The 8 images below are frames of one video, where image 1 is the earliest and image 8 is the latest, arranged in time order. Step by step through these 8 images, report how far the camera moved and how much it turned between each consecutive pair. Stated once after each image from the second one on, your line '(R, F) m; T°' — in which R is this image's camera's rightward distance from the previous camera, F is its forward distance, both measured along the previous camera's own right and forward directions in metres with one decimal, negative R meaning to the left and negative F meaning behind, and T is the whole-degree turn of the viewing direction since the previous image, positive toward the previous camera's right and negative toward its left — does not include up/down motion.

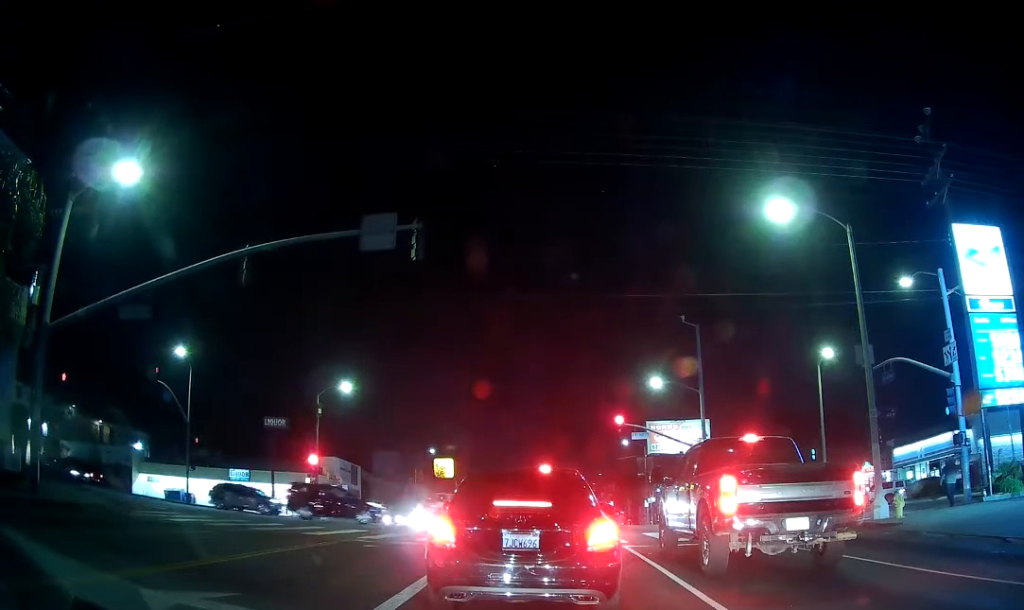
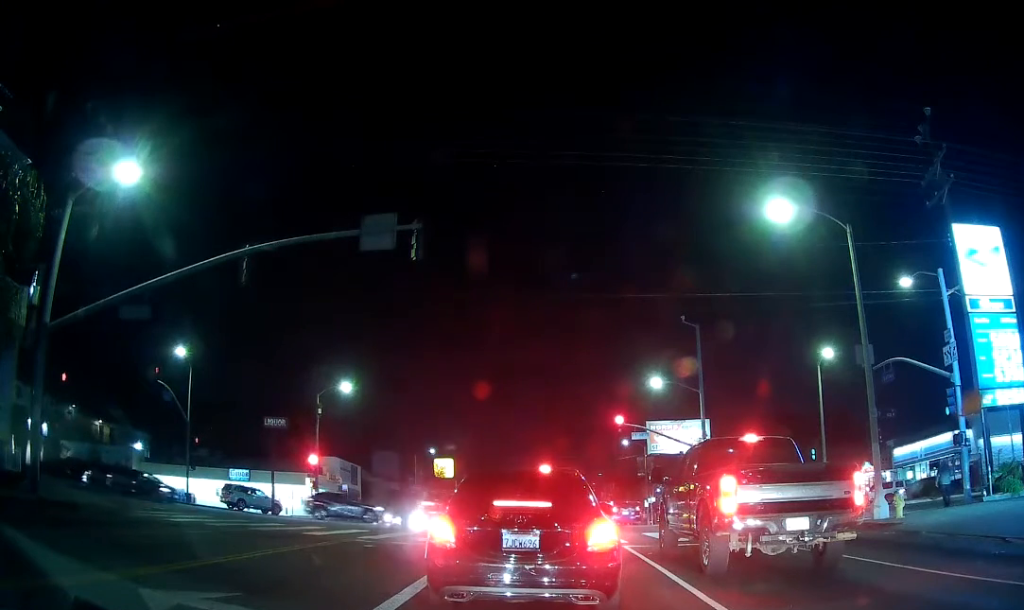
(0.0, 0.0) m; 0°
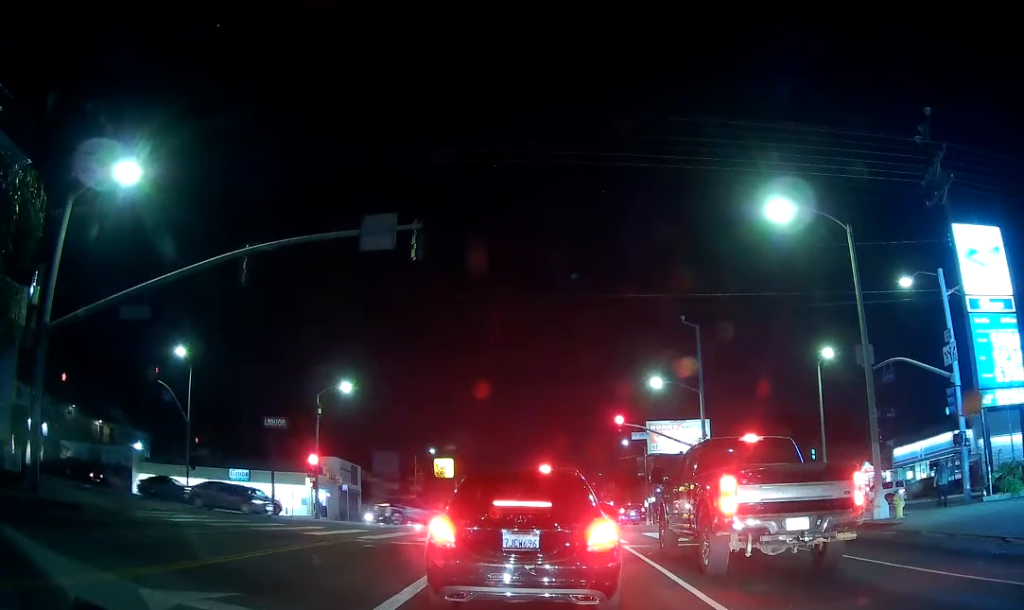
(0.0, 0.0) m; 0°
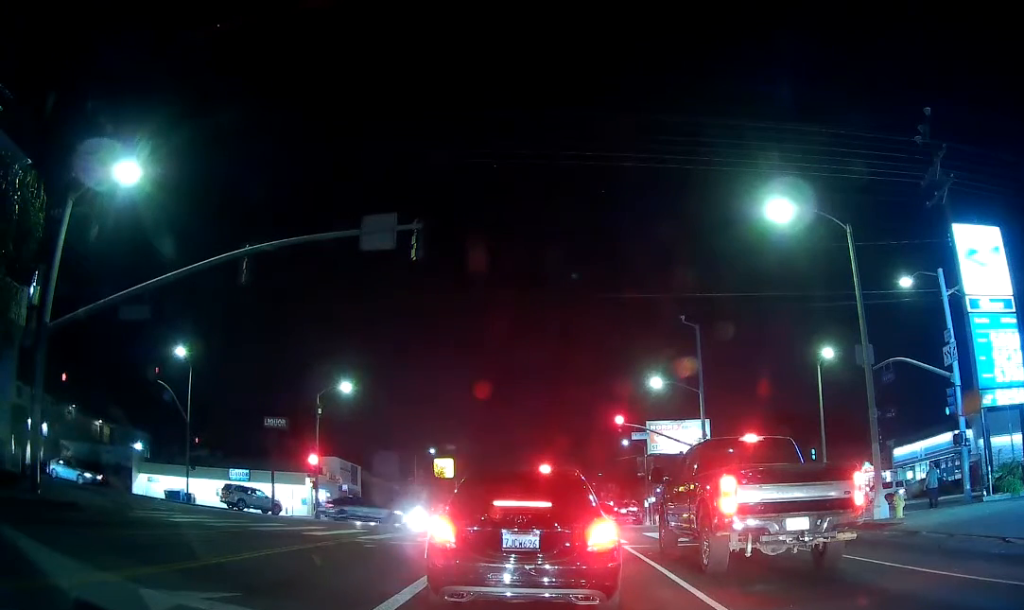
(0.0, 0.0) m; 0°
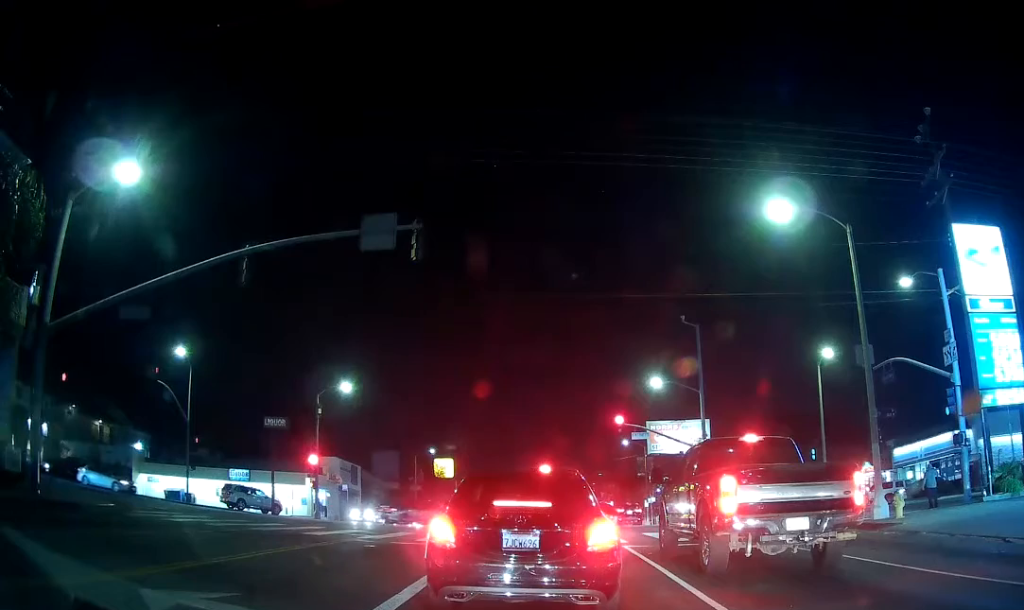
(0.0, 0.0) m; 0°
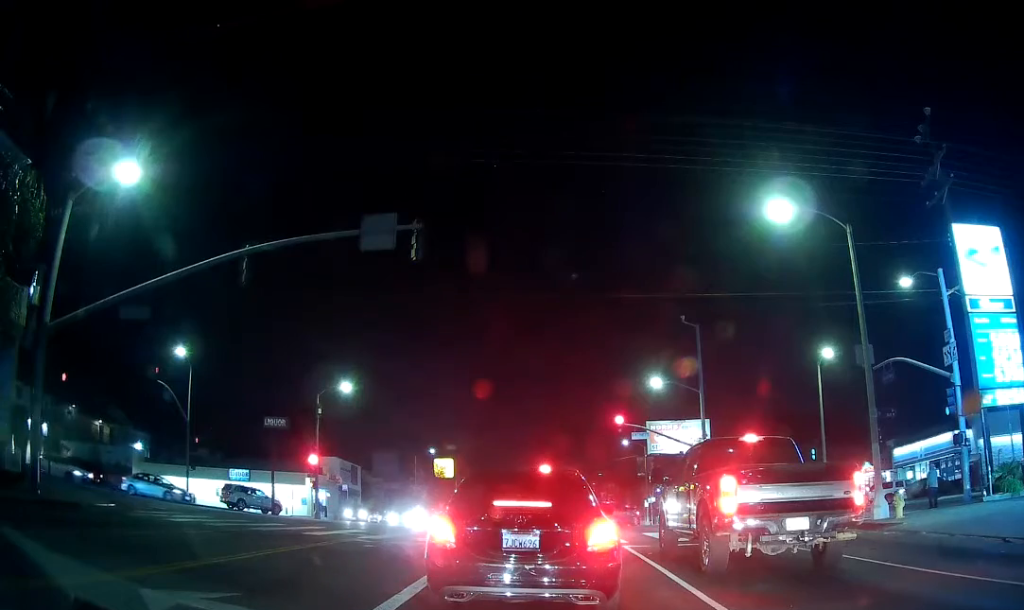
(0.0, 0.0) m; 0°
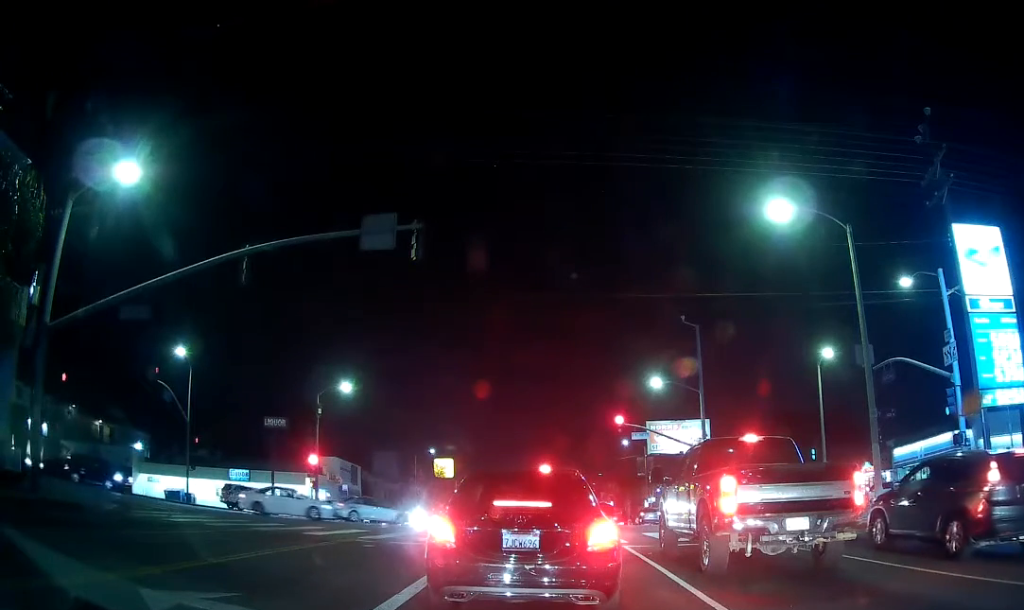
(0.0, +0.2) m; 0°
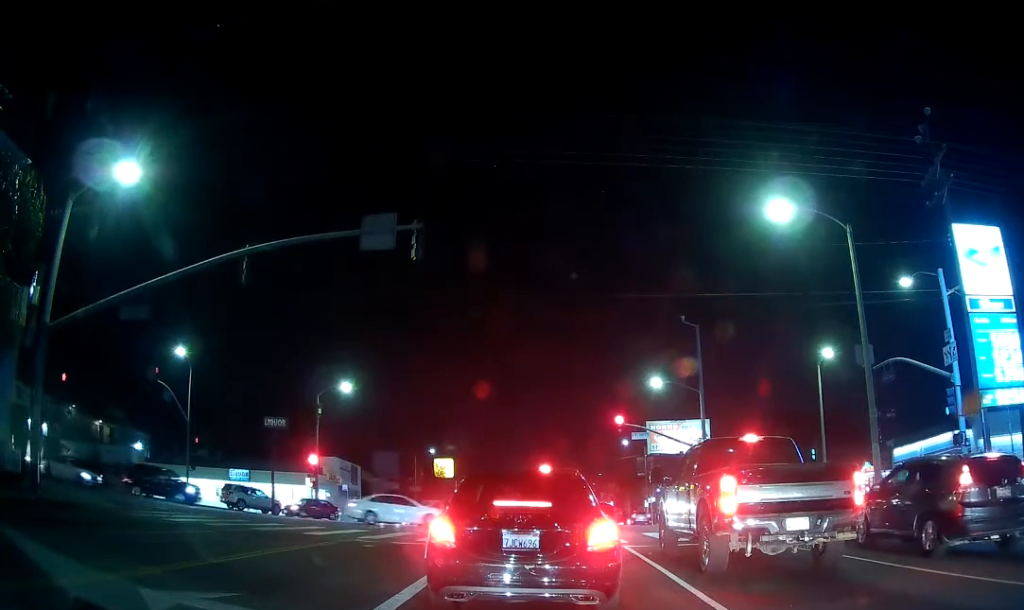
(0.0, 0.0) m; 0°
